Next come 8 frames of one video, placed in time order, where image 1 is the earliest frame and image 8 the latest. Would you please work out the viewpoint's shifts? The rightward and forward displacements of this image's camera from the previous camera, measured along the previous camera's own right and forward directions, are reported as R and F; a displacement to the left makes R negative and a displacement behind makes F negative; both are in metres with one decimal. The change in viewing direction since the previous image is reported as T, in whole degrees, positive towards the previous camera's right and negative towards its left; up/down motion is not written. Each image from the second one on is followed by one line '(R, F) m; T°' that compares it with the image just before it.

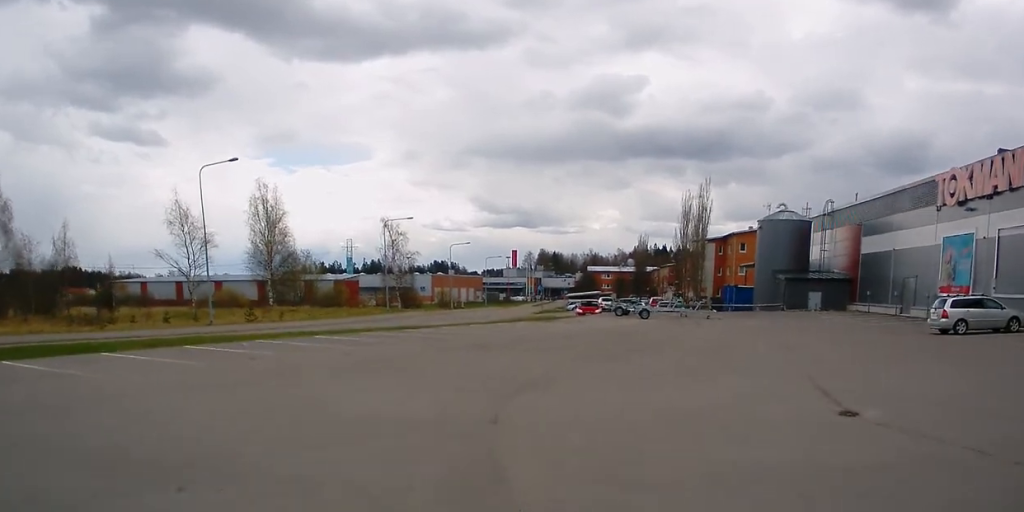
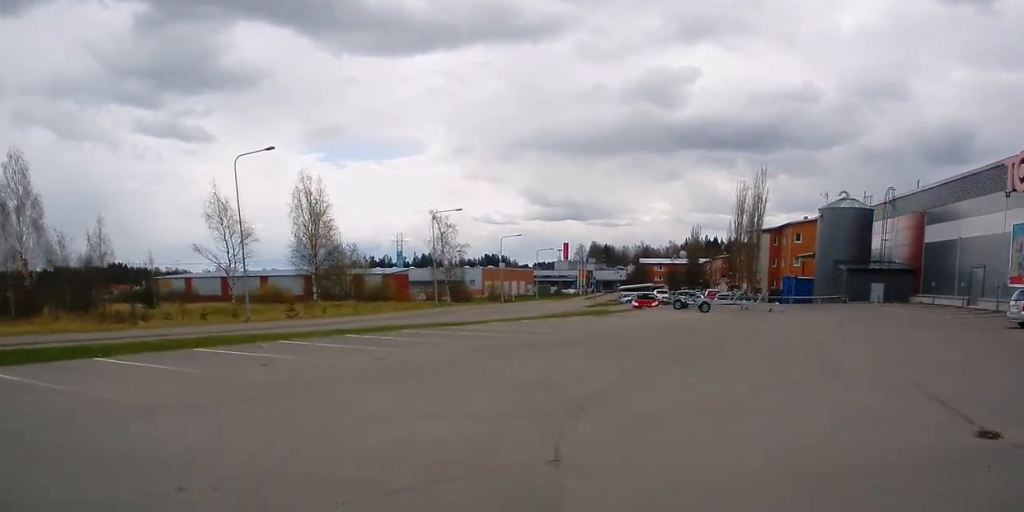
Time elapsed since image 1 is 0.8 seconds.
(-0.1, +2.6) m; -2°
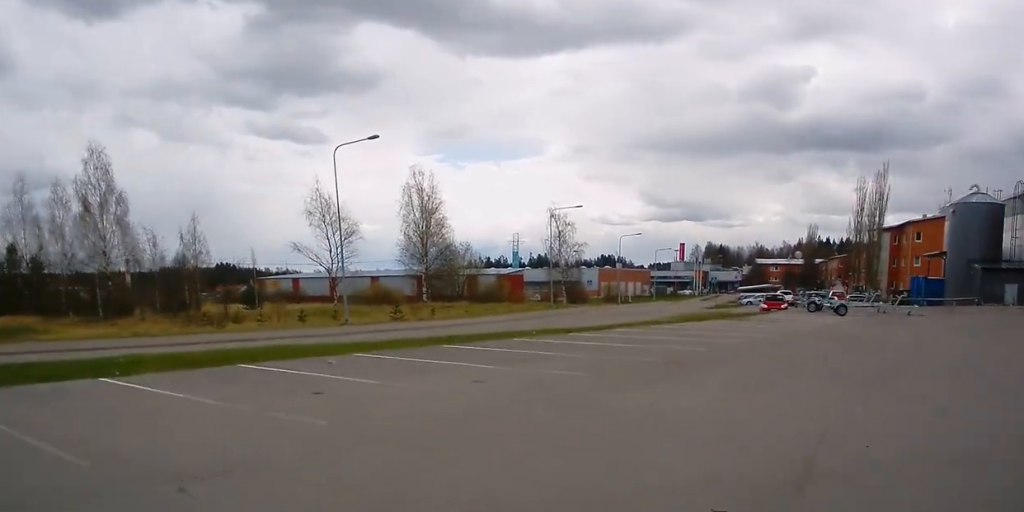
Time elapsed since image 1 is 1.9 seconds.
(-0.1, +4.0) m; 0°
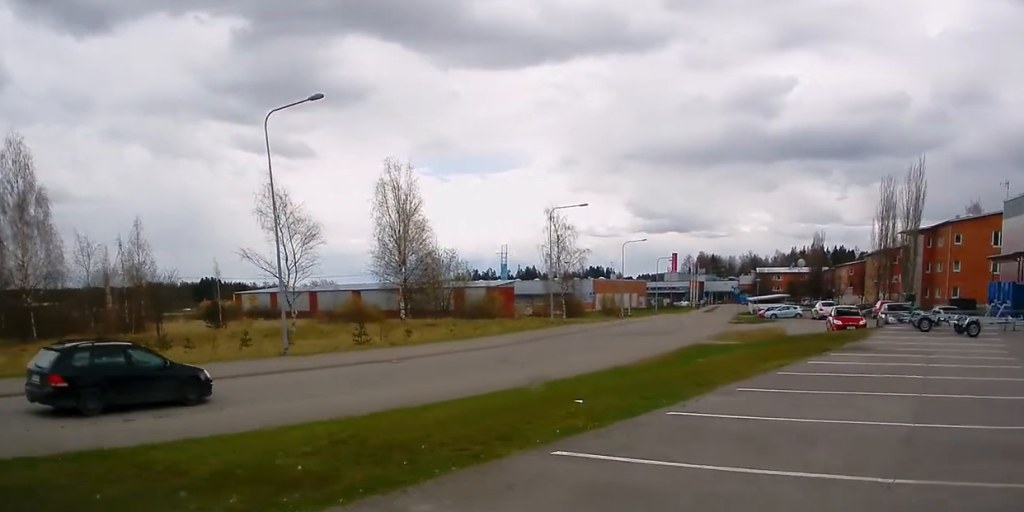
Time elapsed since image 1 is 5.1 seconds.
(+0.4, +11.5) m; +18°
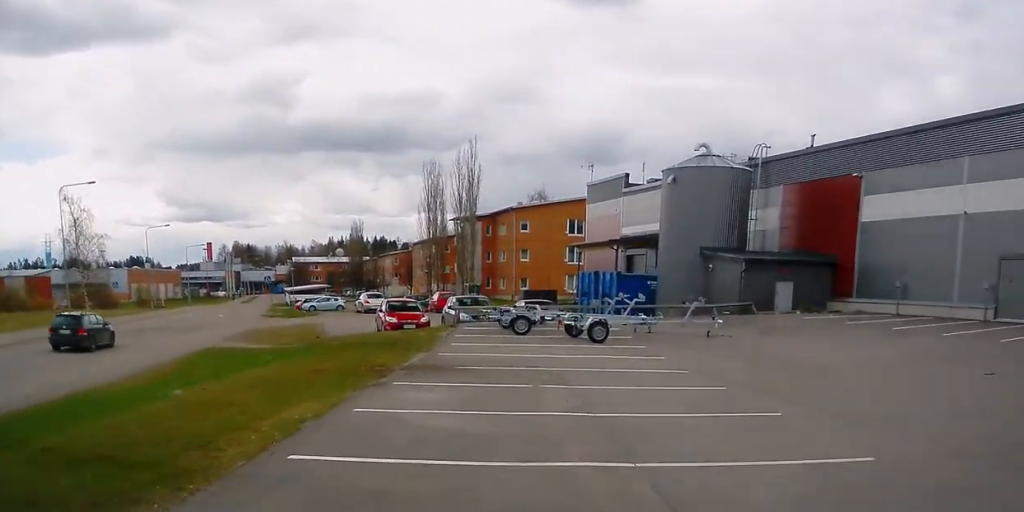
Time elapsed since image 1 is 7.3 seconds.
(+2.0, +6.4) m; +33°
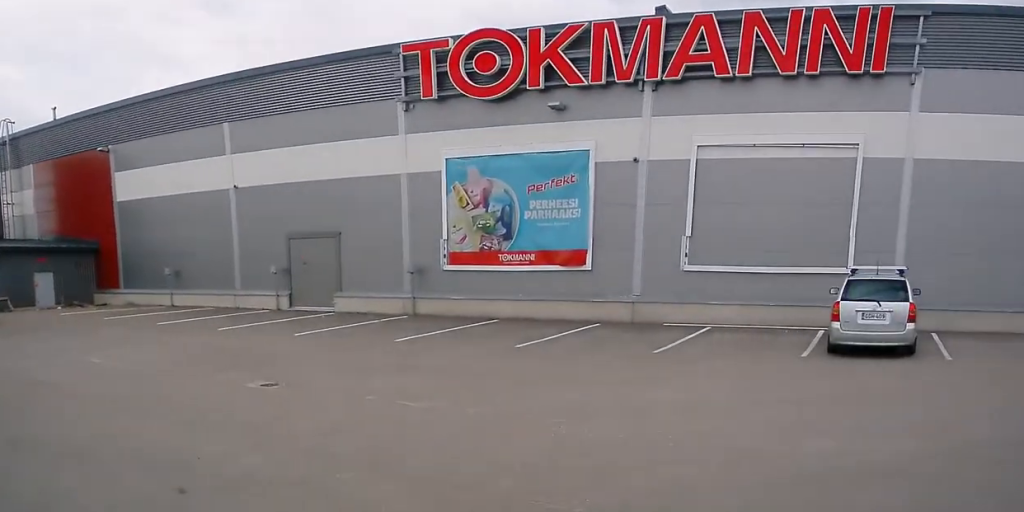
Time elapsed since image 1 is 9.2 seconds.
(+1.0, +4.2) m; +41°
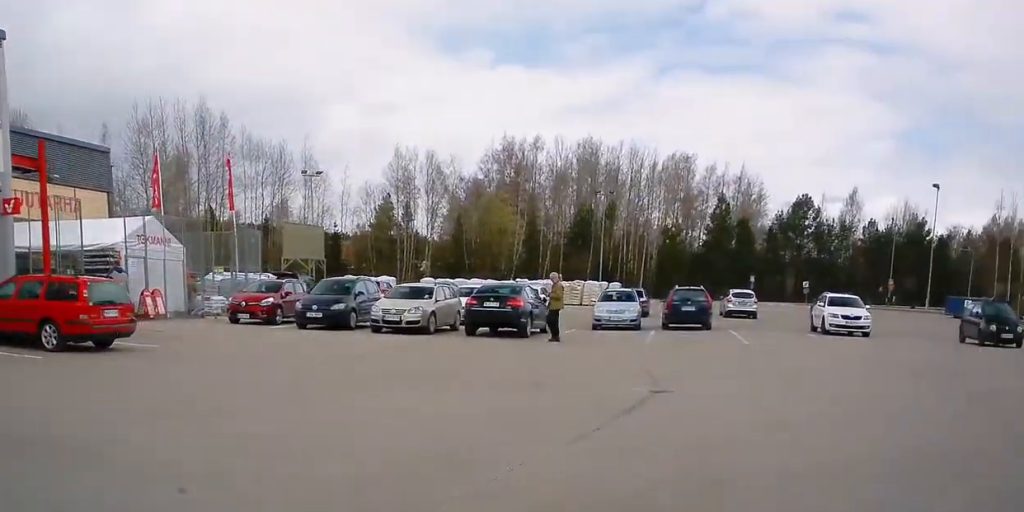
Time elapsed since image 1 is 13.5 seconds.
(+6.5, +1.0) m; +125°
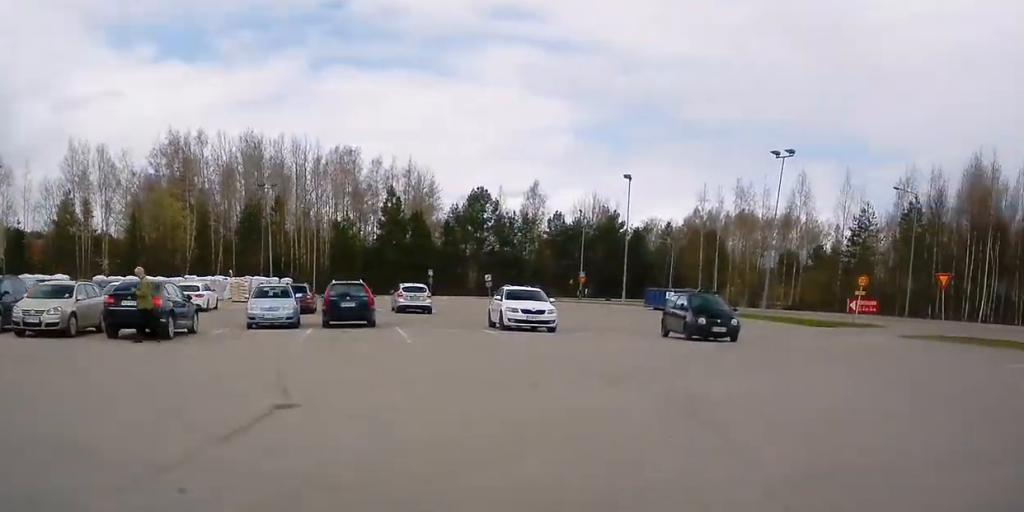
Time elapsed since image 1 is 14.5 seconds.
(+0.4, +2.6) m; +8°
